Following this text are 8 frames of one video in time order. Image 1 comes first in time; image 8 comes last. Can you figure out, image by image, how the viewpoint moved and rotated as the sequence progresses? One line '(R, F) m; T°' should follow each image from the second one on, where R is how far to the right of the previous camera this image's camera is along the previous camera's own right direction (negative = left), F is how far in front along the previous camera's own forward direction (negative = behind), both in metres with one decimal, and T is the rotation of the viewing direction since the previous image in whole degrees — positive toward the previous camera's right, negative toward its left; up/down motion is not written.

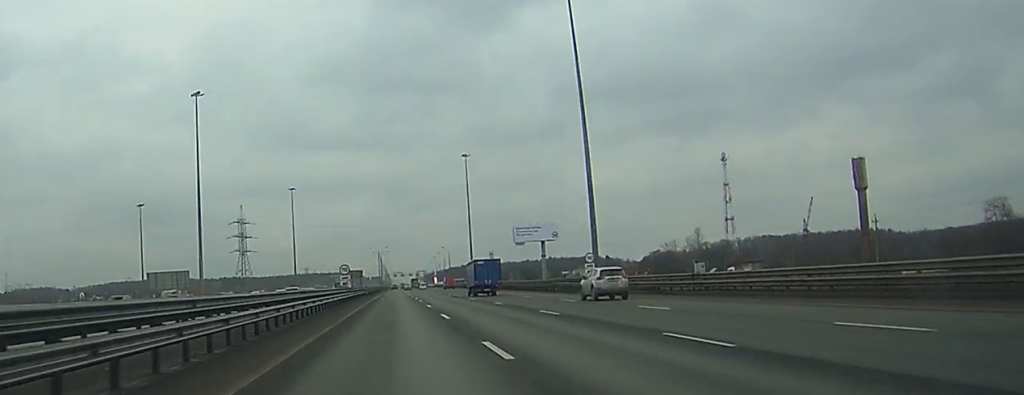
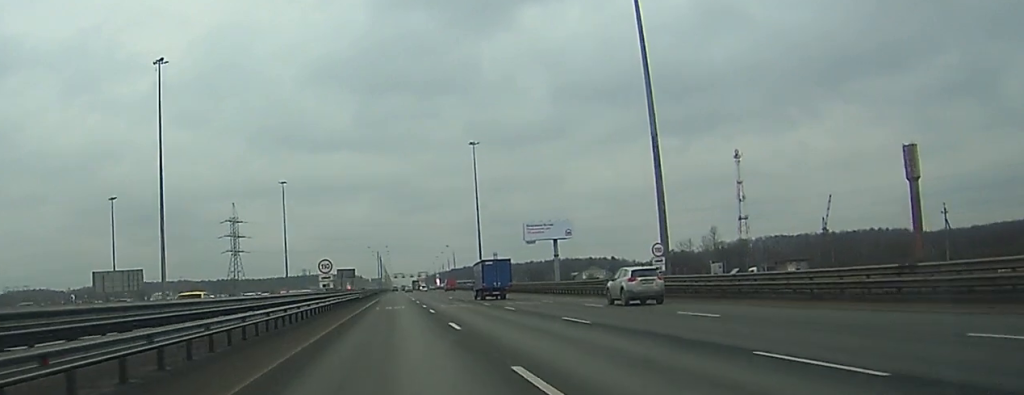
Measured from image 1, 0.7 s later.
(0.0, +21.0) m; 0°
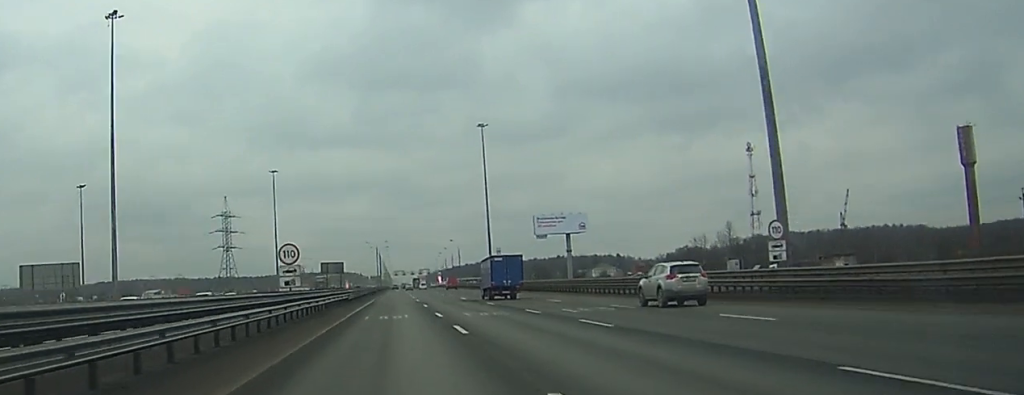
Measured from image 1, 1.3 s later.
(0.0, +18.9) m; 0°
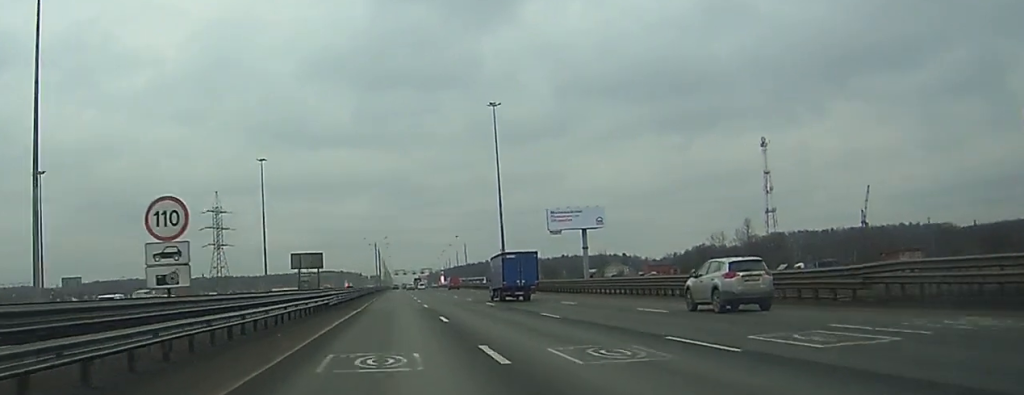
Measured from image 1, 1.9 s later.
(0.0, +20.0) m; 0°
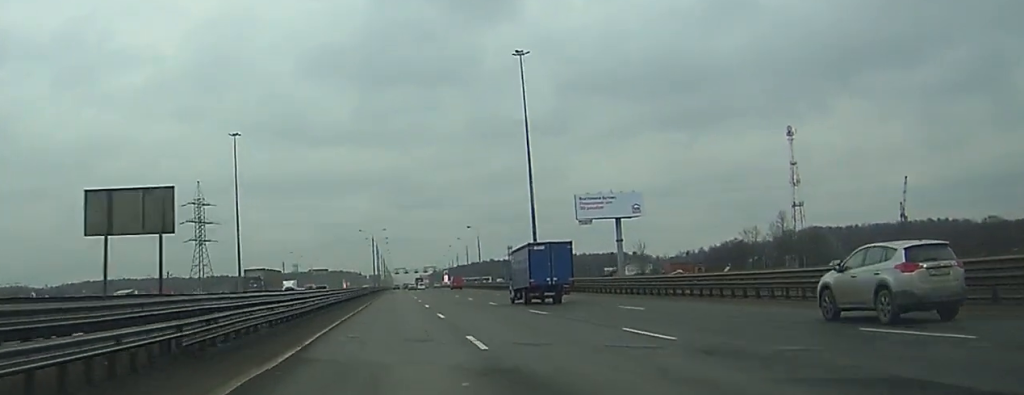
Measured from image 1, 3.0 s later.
(0.0, +33.7) m; 0°
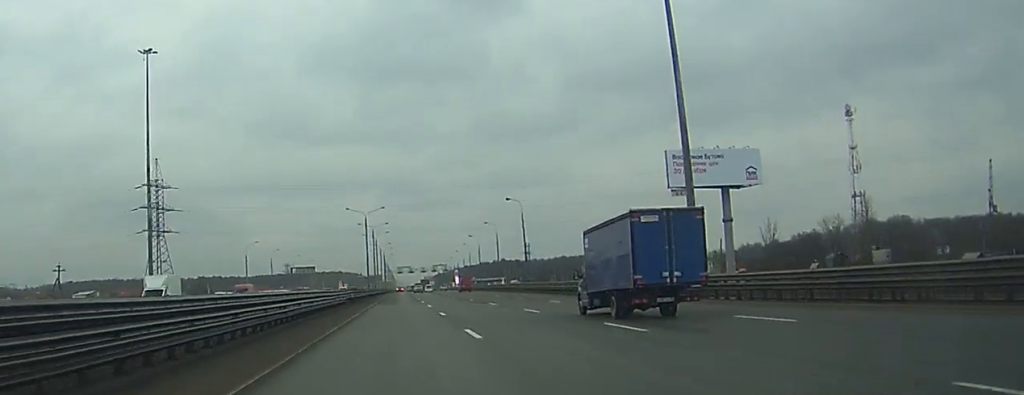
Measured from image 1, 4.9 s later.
(0.0, +61.3) m; 0°
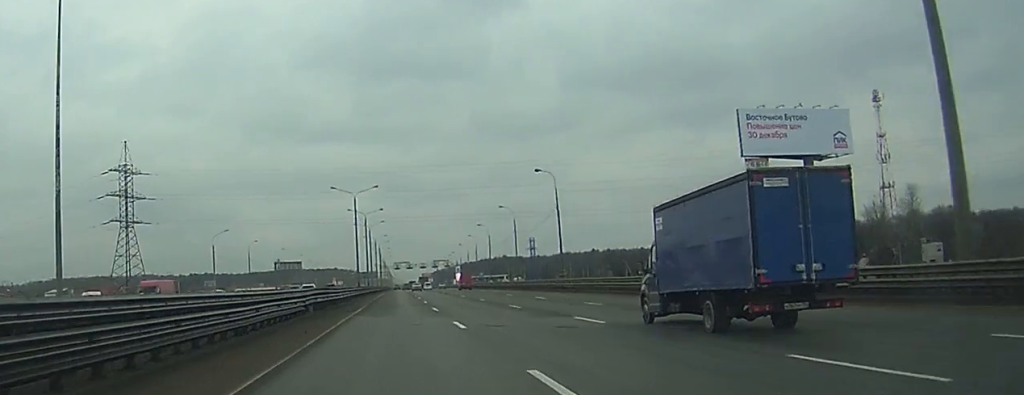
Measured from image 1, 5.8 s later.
(0.0, +27.5) m; 0°
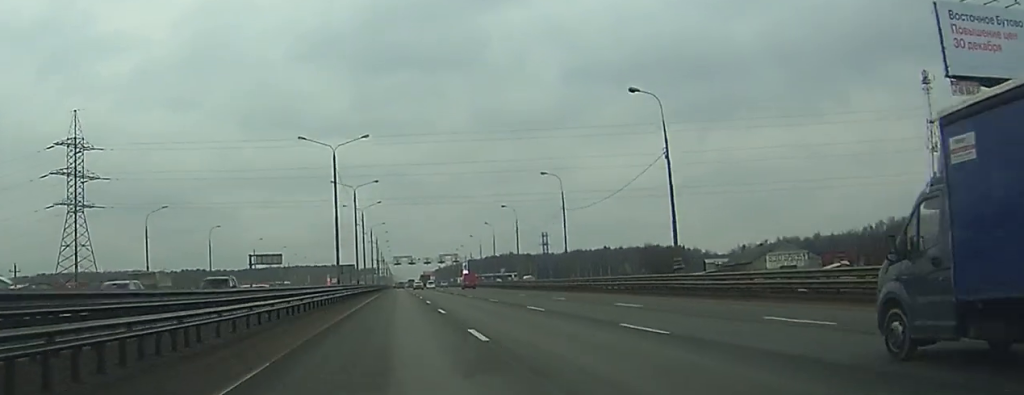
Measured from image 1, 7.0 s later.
(-0.1, +39.0) m; 0°
